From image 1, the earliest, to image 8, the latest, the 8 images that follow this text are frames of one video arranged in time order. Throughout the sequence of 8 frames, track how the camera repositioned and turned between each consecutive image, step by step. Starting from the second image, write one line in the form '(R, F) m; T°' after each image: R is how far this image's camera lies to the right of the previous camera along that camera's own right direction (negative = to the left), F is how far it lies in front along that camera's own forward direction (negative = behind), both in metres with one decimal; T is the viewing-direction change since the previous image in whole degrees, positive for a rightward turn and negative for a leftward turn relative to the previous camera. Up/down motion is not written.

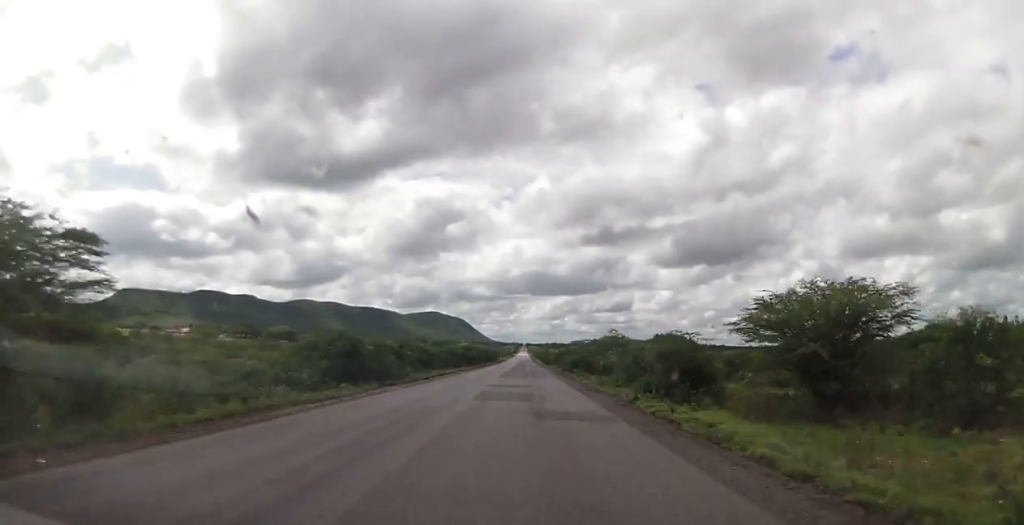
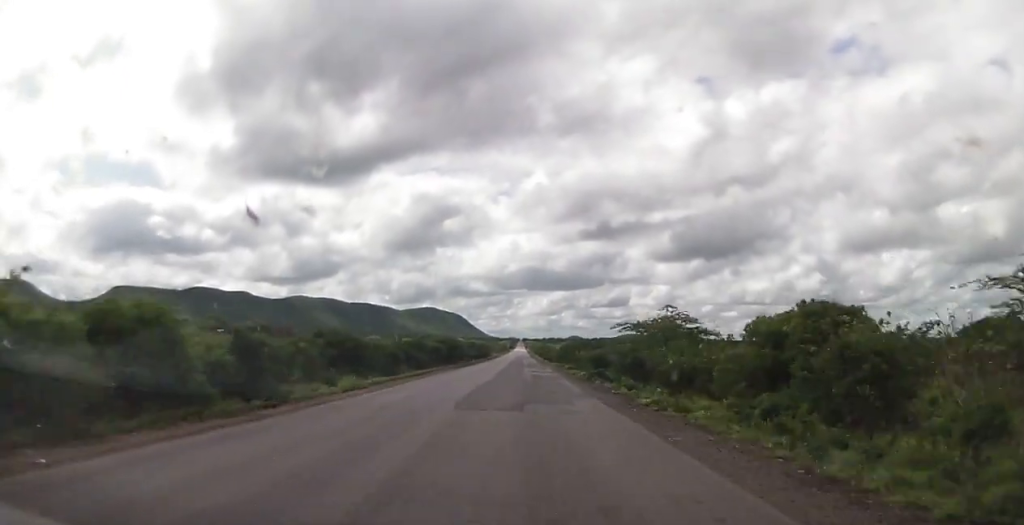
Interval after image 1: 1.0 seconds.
(-0.3, +26.1) m; -1°
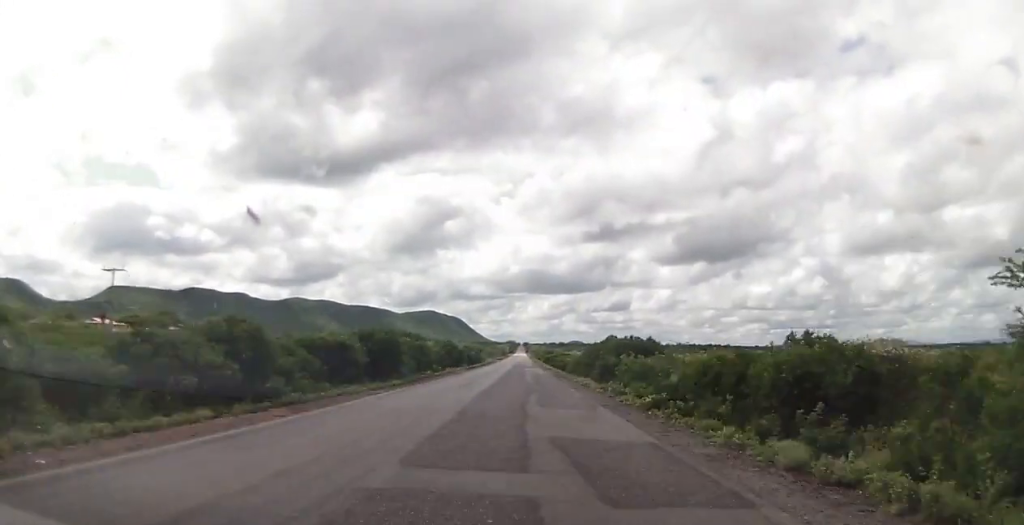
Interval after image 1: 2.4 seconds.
(-0.1, +38.7) m; +1°
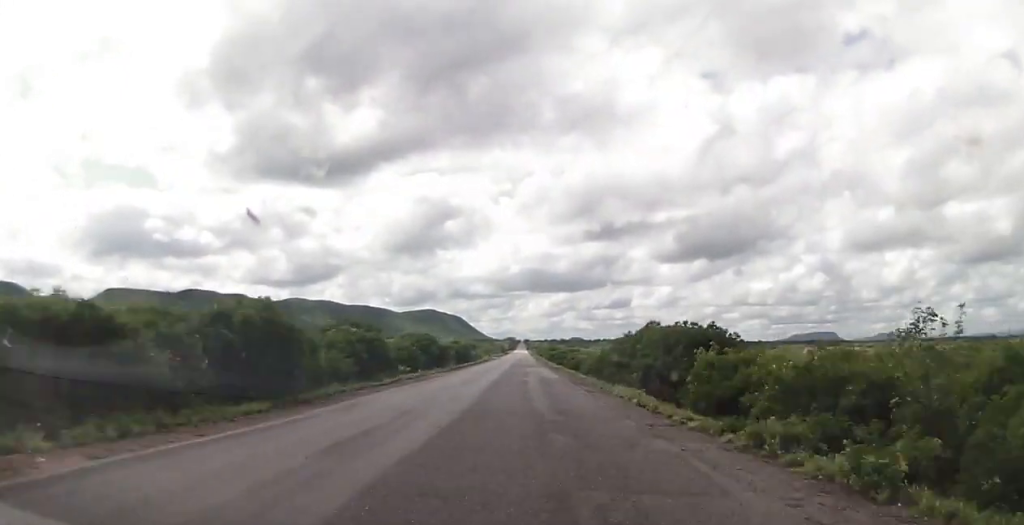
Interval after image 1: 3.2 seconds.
(+0.1, +20.3) m; 0°
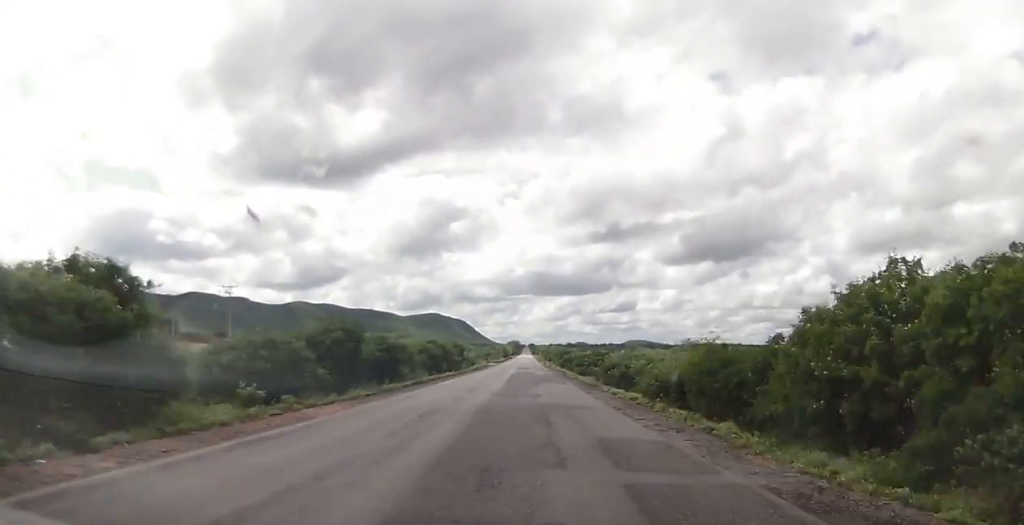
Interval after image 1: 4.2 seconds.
(0.0, +30.6) m; -1°
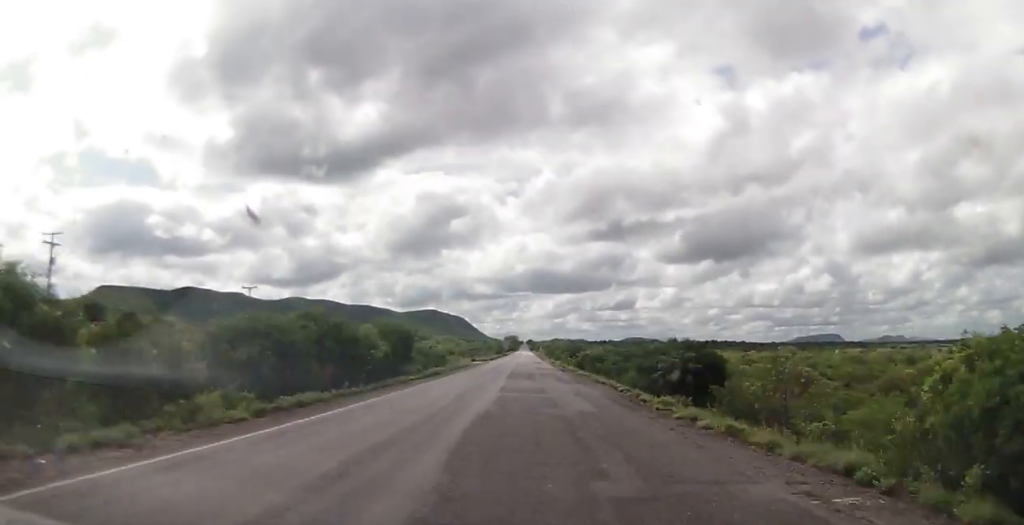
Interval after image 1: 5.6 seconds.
(-0.5, +42.6) m; 0°
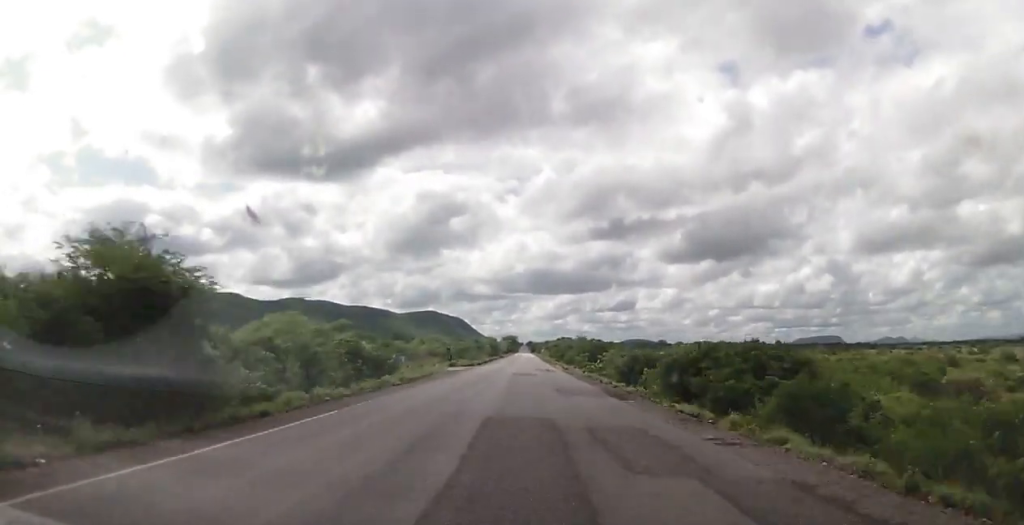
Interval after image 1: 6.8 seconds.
(+0.1, +38.1) m; 0°
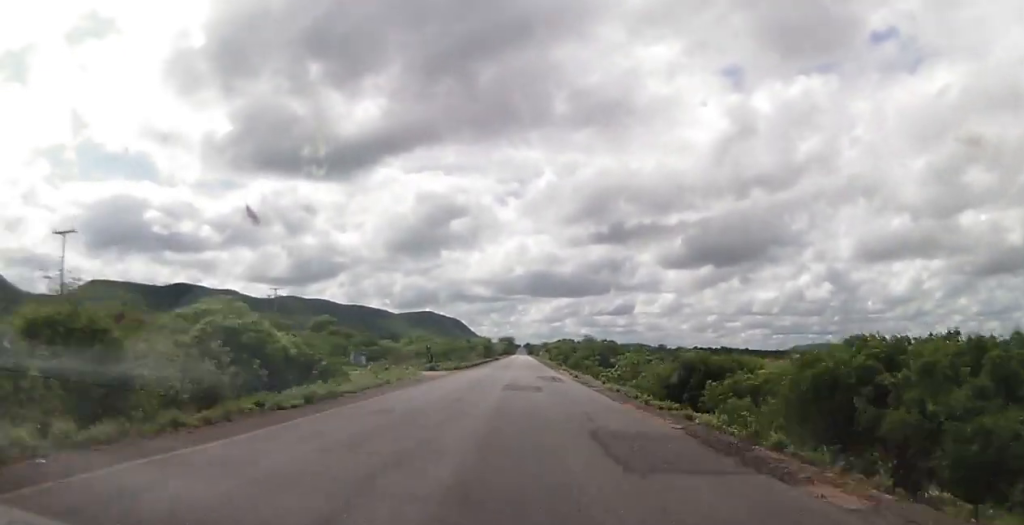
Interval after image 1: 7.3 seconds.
(0.0, +16.6) m; 0°
